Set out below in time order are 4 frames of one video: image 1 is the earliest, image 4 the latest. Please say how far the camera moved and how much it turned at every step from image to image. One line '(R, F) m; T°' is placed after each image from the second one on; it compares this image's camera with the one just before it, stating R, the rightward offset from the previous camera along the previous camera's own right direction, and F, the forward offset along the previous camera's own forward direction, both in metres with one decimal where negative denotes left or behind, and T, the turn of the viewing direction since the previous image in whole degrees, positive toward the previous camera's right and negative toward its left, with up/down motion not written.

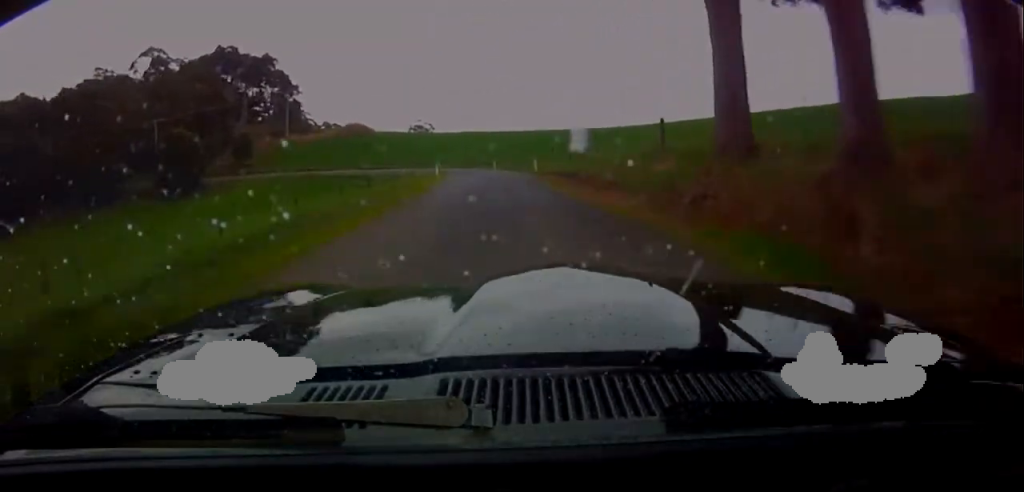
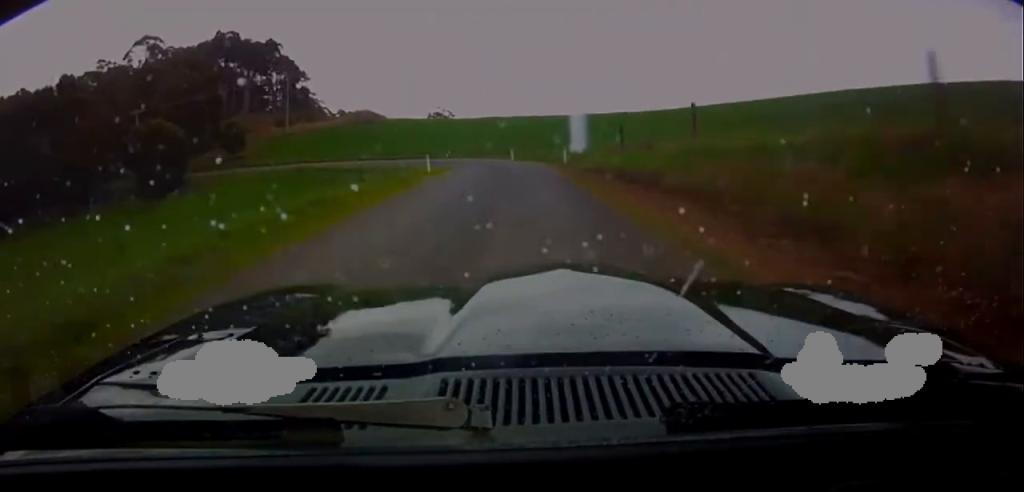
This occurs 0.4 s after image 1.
(-0.2, +11.0) m; -3°
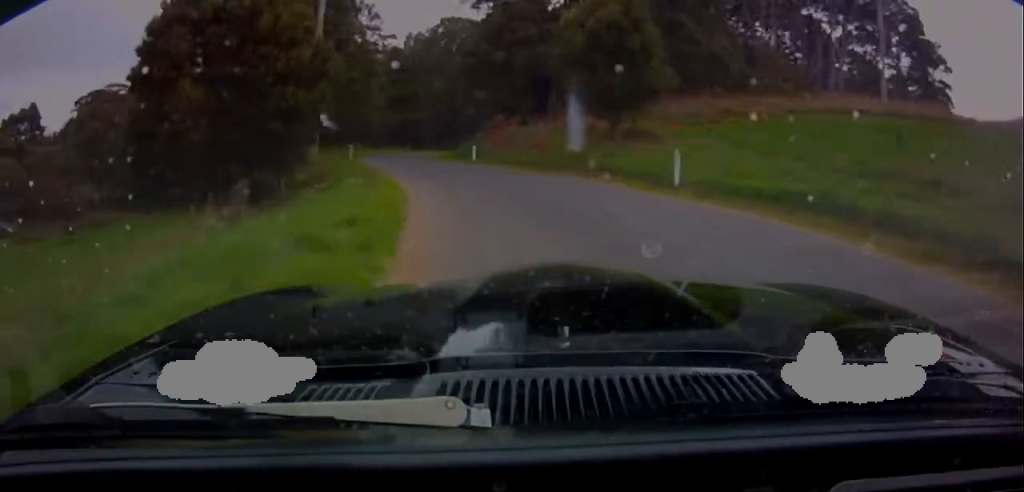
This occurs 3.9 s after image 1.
(-36.3, +65.7) m; -68°
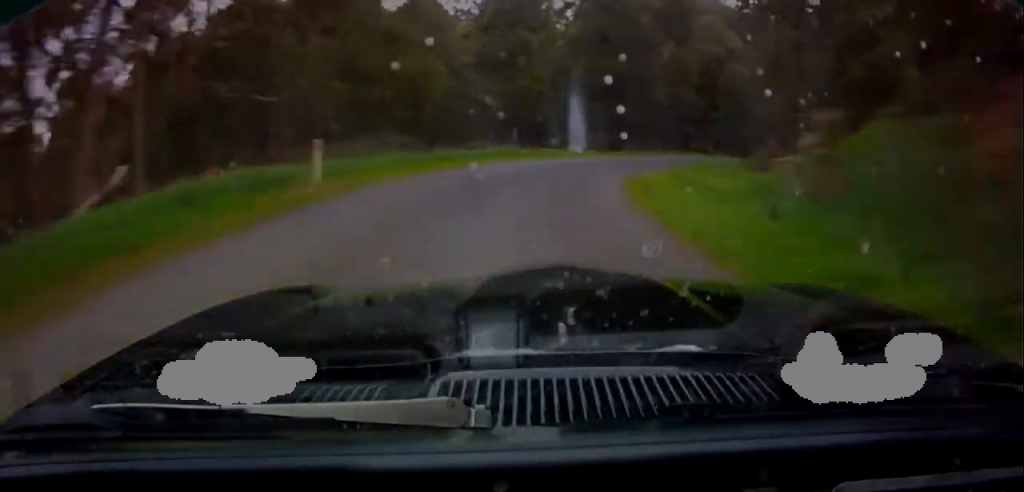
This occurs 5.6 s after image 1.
(-3.8, +44.7) m; -4°
